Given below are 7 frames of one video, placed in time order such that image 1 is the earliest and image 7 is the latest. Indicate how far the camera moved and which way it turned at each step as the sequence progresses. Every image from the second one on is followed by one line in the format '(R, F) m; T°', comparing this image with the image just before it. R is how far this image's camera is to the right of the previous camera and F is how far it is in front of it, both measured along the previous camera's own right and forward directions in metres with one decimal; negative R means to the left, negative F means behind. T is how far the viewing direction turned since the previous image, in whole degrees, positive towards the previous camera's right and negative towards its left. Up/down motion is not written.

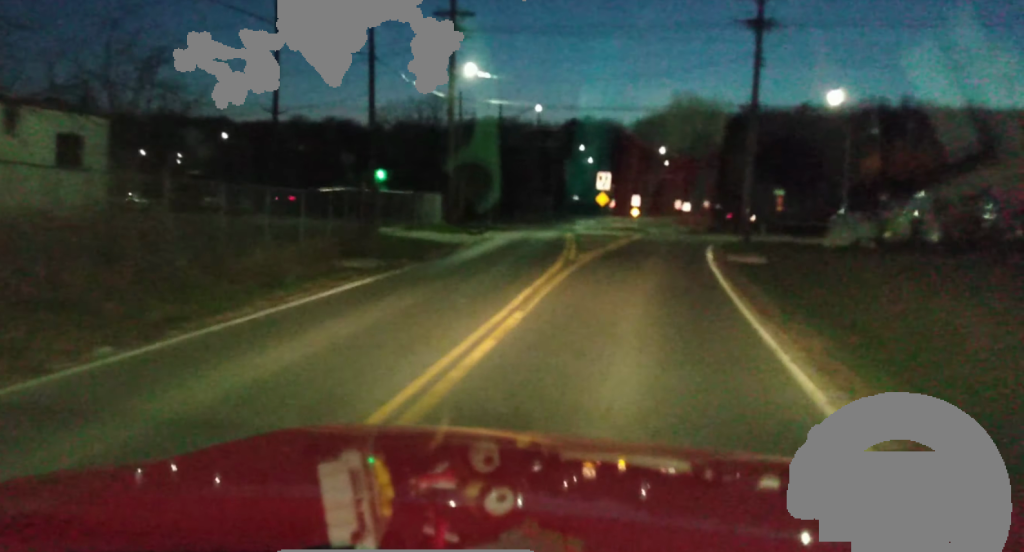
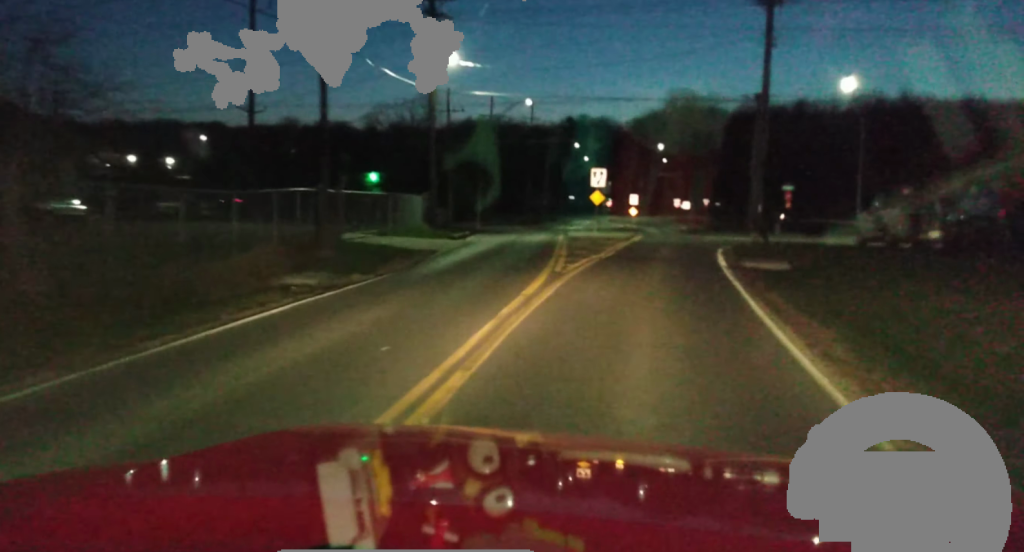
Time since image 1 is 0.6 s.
(-0.4, +5.4) m; +1°
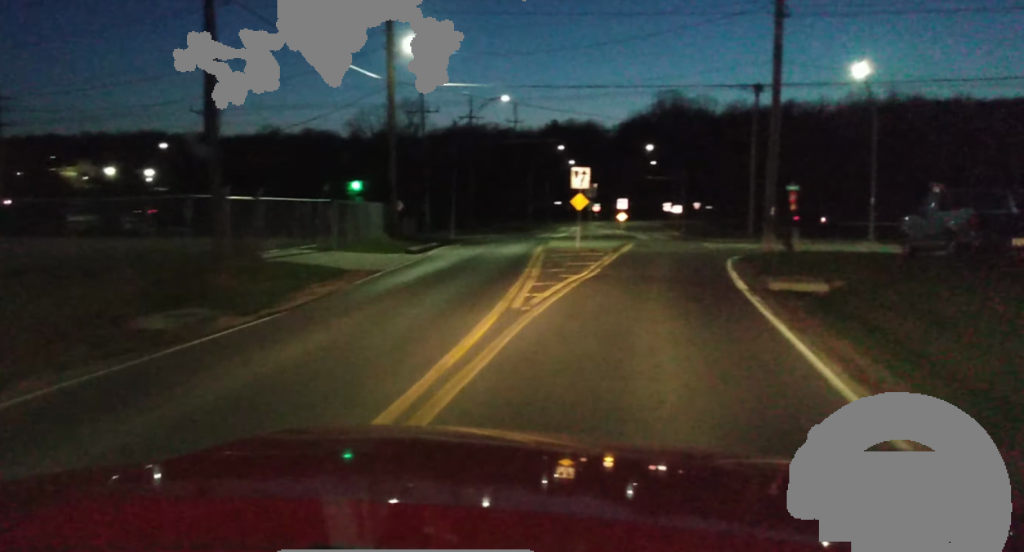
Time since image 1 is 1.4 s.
(+0.7, +6.6) m; +5°
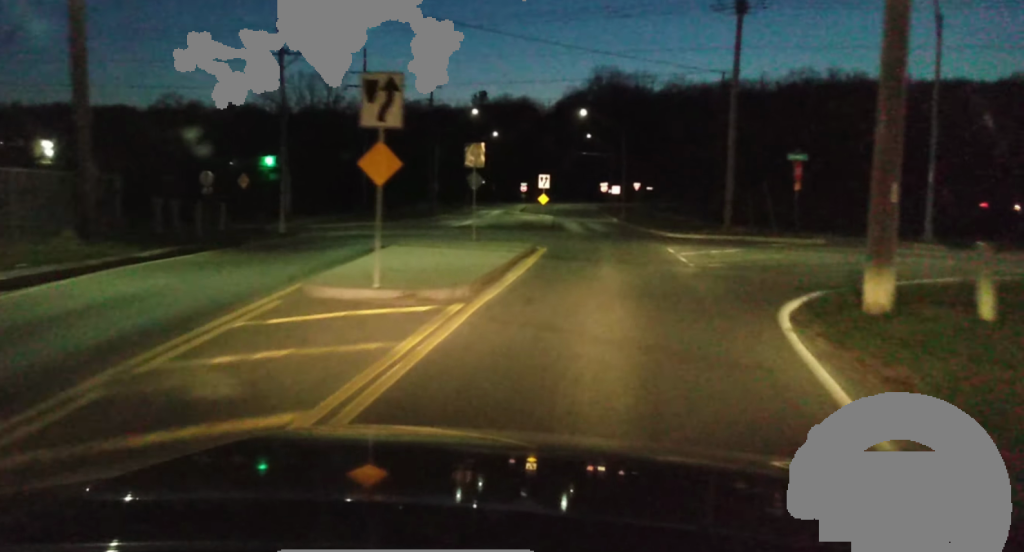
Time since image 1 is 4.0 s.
(+0.1, +22.6) m; 0°
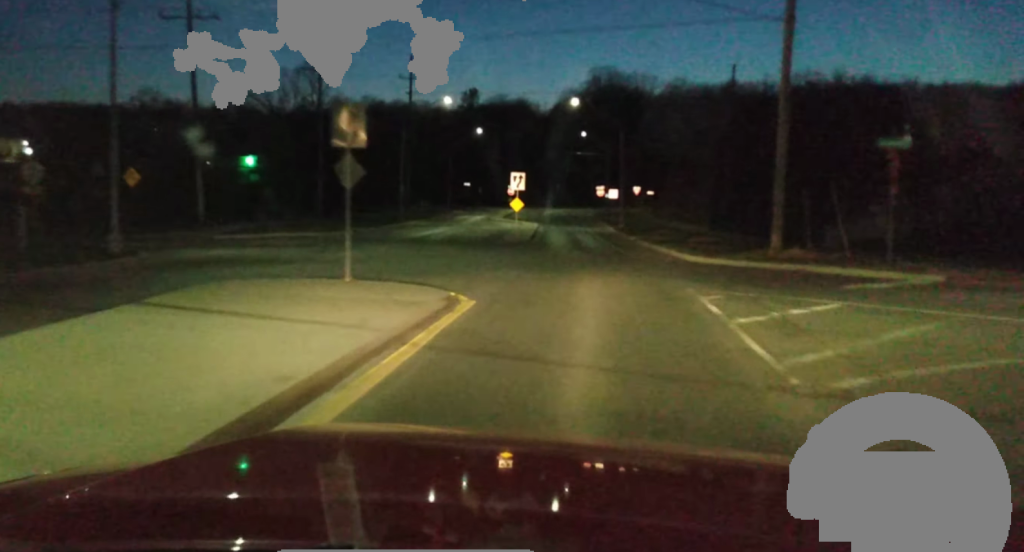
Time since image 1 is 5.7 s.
(+0.4, +14.5) m; +2°
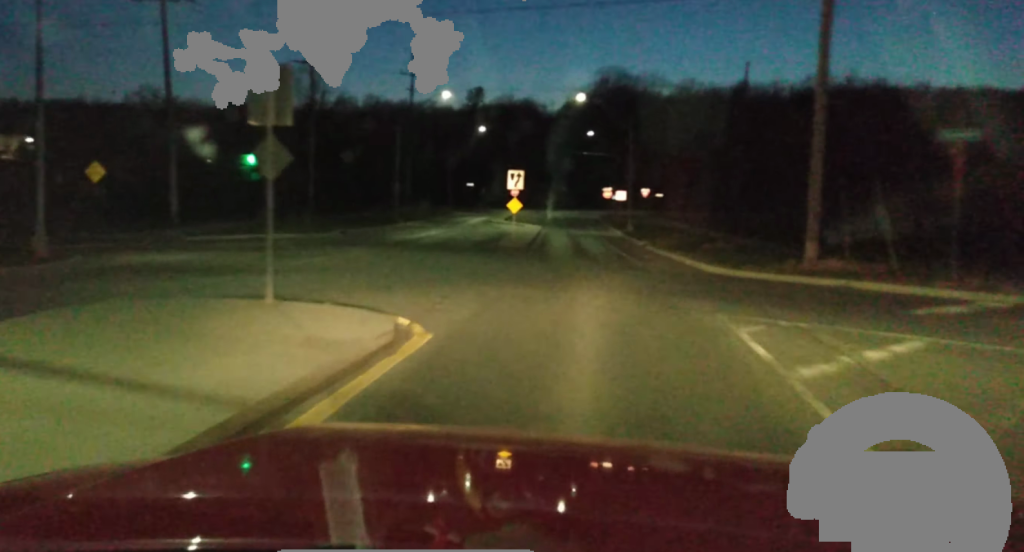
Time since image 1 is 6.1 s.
(-0.1, +3.7) m; 0°
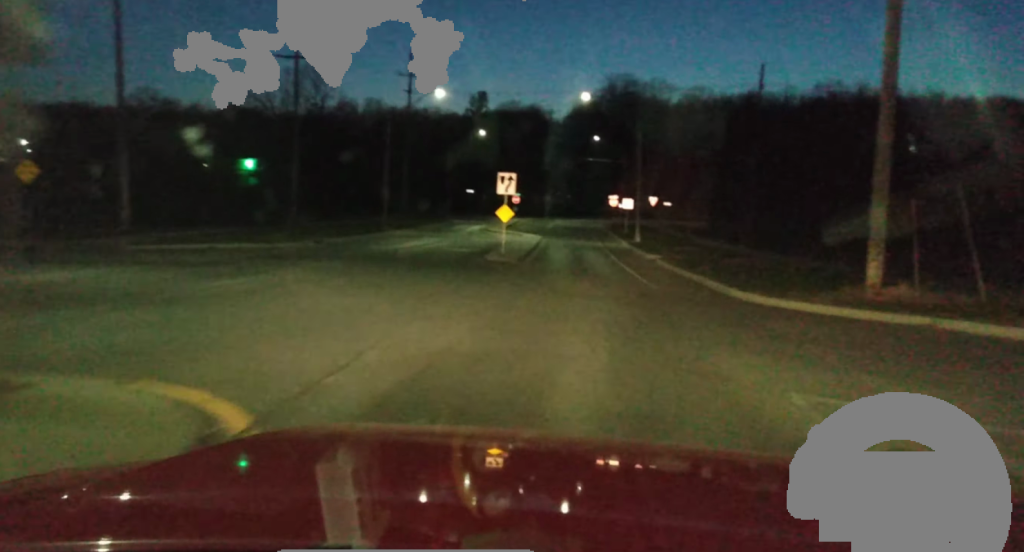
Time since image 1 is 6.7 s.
(-0.1, +5.3) m; 0°
